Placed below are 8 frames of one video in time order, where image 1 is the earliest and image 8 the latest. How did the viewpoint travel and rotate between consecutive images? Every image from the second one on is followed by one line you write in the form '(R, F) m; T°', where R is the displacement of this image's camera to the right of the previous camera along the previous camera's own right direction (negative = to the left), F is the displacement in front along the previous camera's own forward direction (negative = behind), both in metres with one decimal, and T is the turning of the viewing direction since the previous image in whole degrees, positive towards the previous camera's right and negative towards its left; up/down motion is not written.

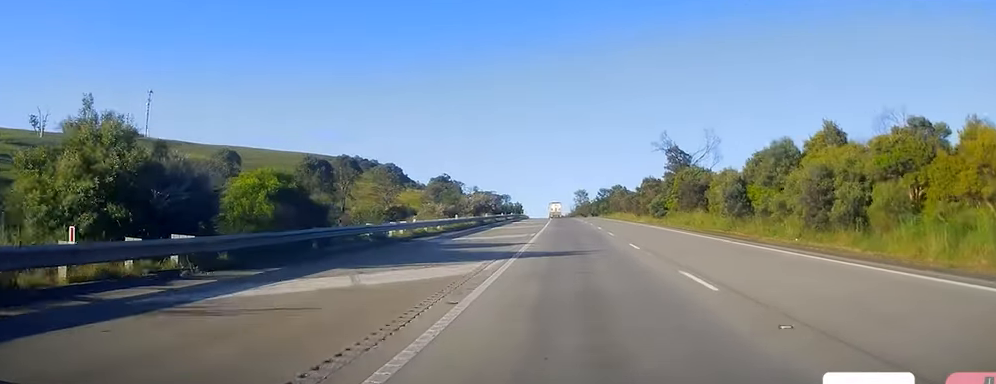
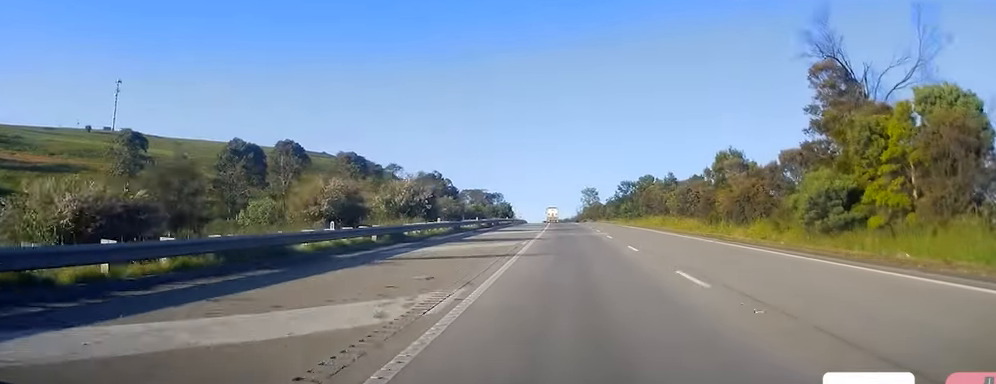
(-1.1, +47.1) m; -1°
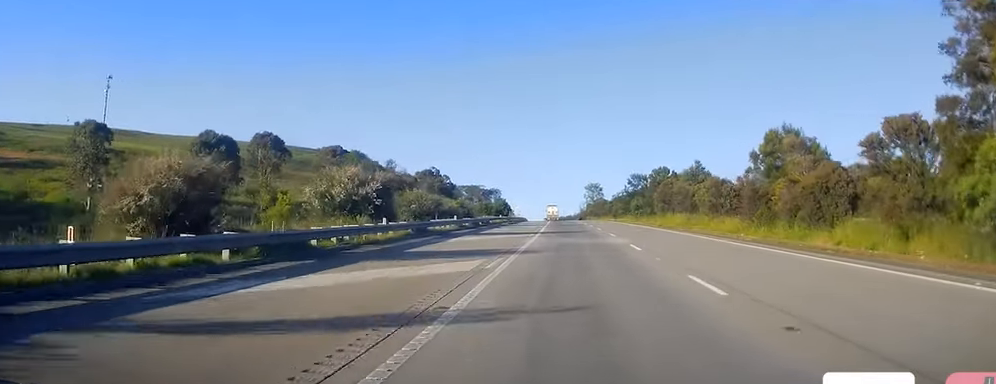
(+0.2, +13.3) m; 0°
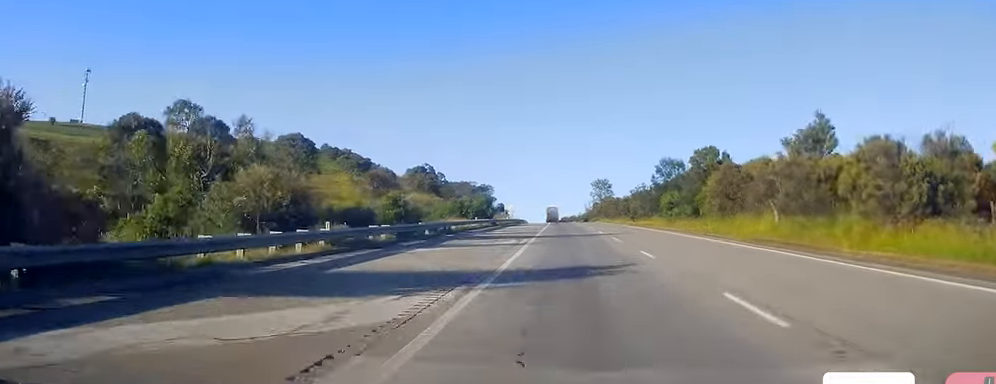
(0.0, +27.3) m; -1°
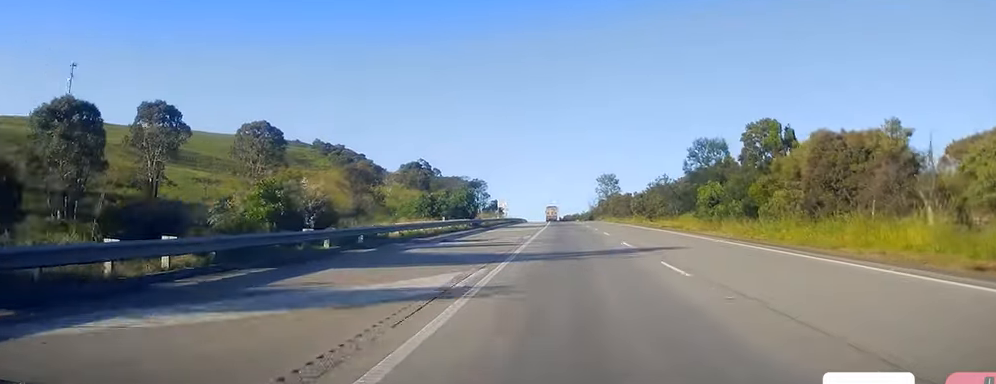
(-0.4, +17.5) m; -1°
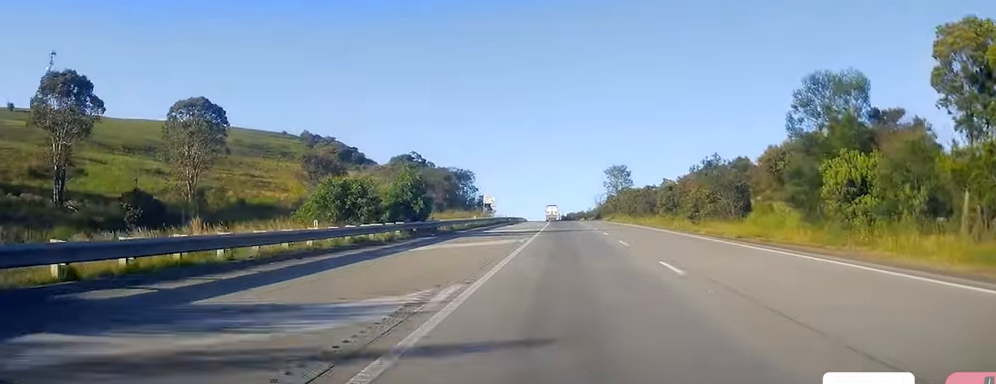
(+0.2, +23.6) m; +1°
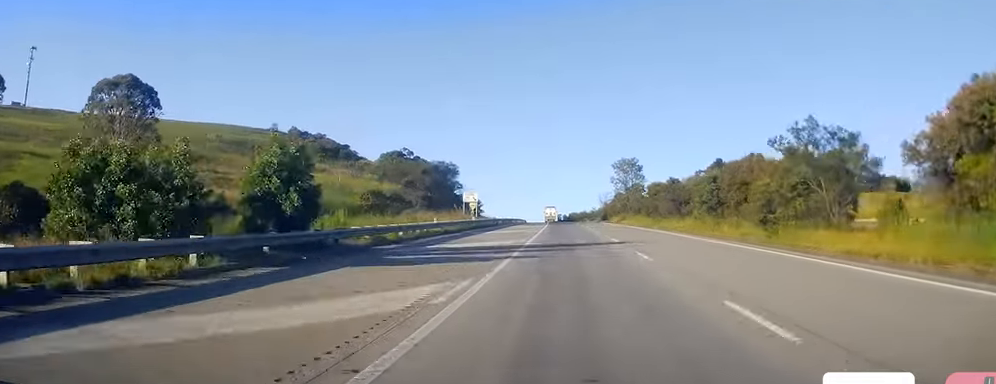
(0.0, +19.2) m; 0°
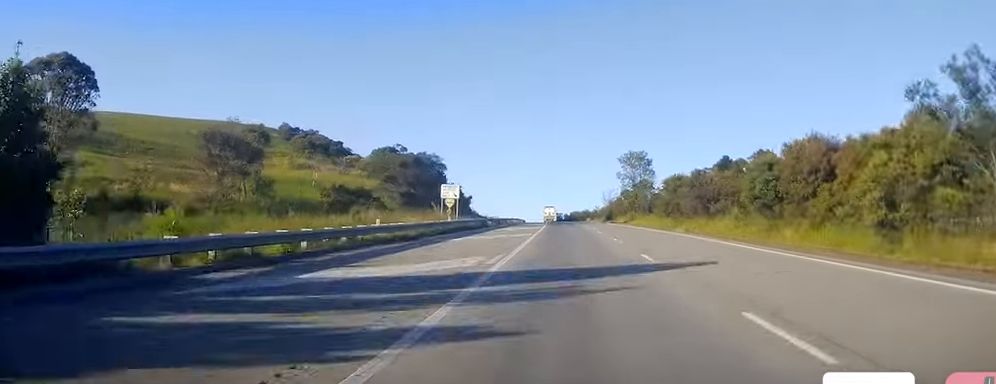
(0.0, +13.1) m; 0°
